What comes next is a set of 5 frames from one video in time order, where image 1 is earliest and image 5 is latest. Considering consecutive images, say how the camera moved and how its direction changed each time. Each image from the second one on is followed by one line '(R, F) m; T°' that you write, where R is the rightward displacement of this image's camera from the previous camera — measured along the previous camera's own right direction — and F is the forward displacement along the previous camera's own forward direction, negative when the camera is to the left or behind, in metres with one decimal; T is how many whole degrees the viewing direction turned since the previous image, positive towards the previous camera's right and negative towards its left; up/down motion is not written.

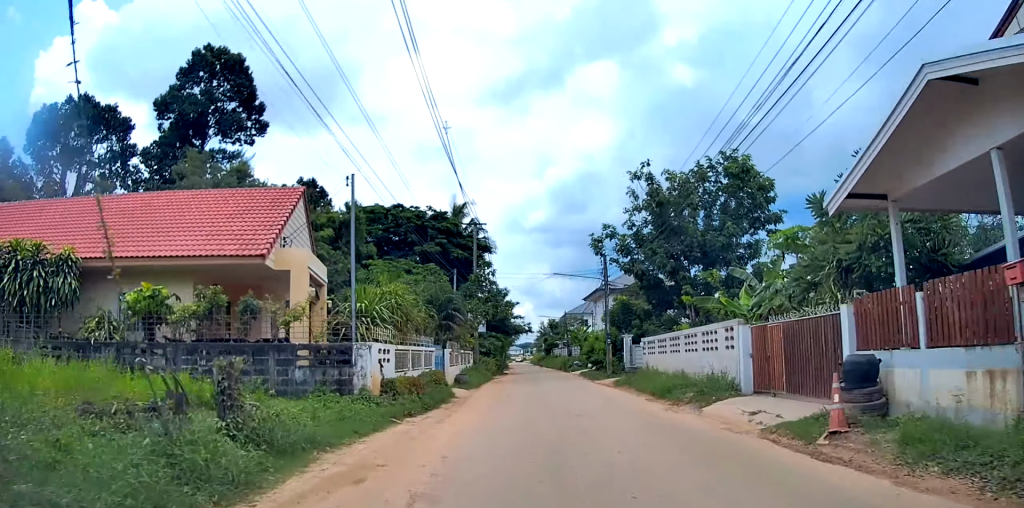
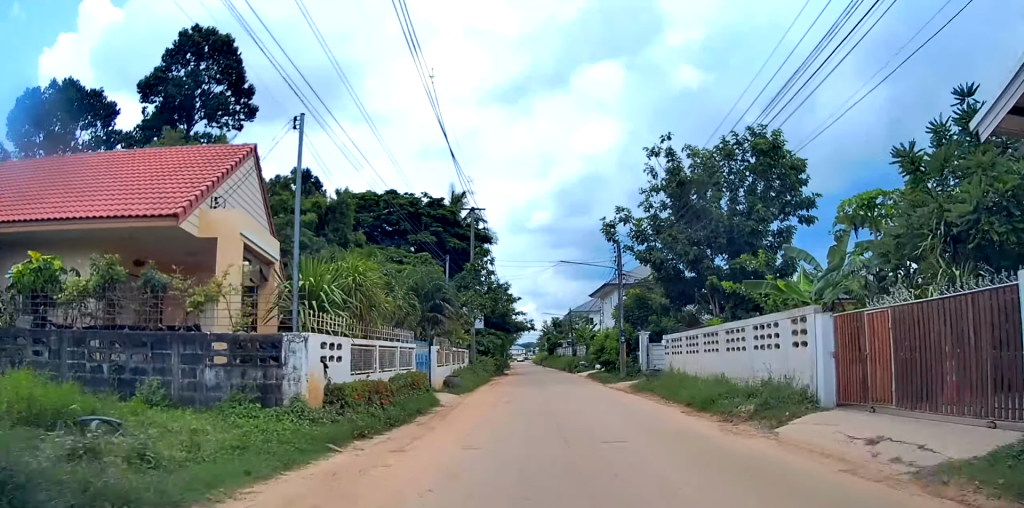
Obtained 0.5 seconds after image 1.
(0.0, +4.0) m; +1°
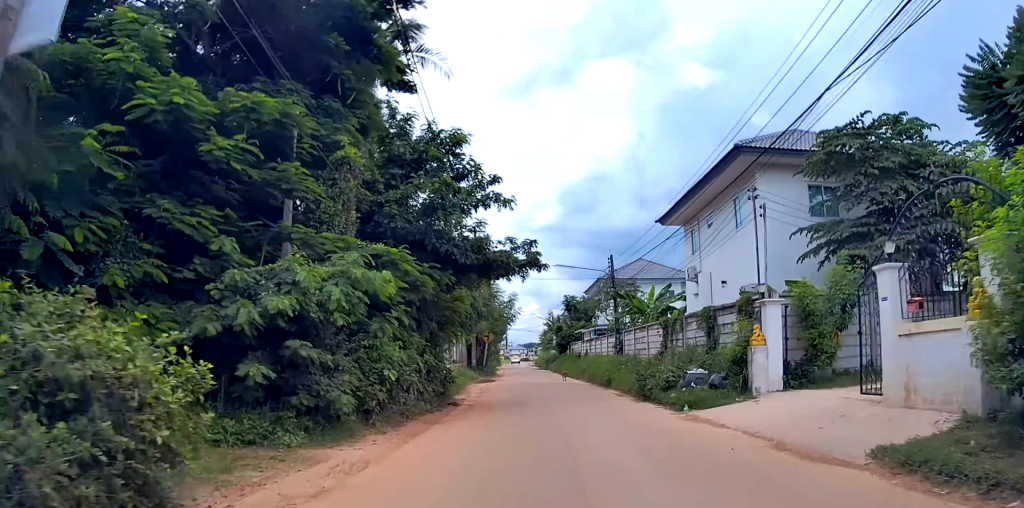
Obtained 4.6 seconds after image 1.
(+1.1, +33.2) m; +1°
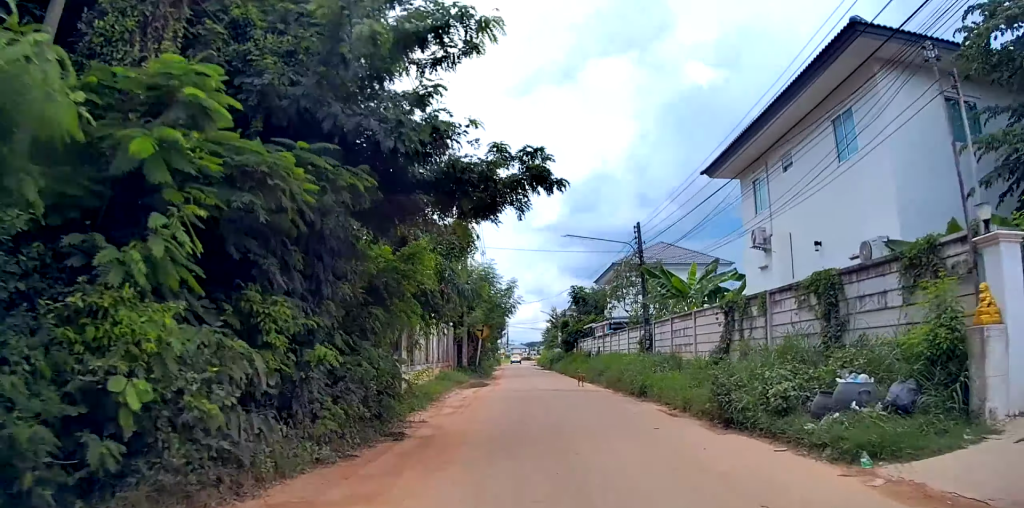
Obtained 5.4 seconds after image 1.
(0.0, +7.1) m; 0°
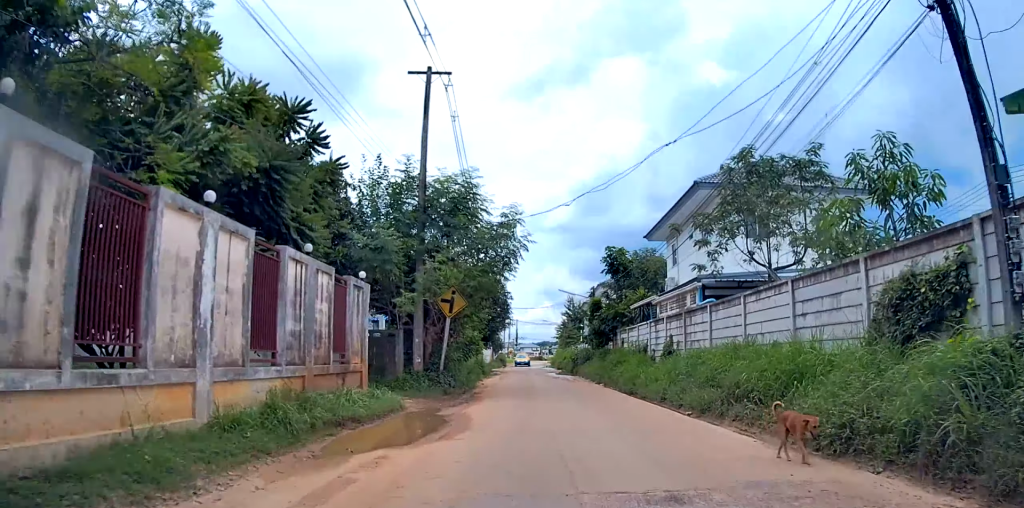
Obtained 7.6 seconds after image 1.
(+0.2, +19.6) m; -1°
